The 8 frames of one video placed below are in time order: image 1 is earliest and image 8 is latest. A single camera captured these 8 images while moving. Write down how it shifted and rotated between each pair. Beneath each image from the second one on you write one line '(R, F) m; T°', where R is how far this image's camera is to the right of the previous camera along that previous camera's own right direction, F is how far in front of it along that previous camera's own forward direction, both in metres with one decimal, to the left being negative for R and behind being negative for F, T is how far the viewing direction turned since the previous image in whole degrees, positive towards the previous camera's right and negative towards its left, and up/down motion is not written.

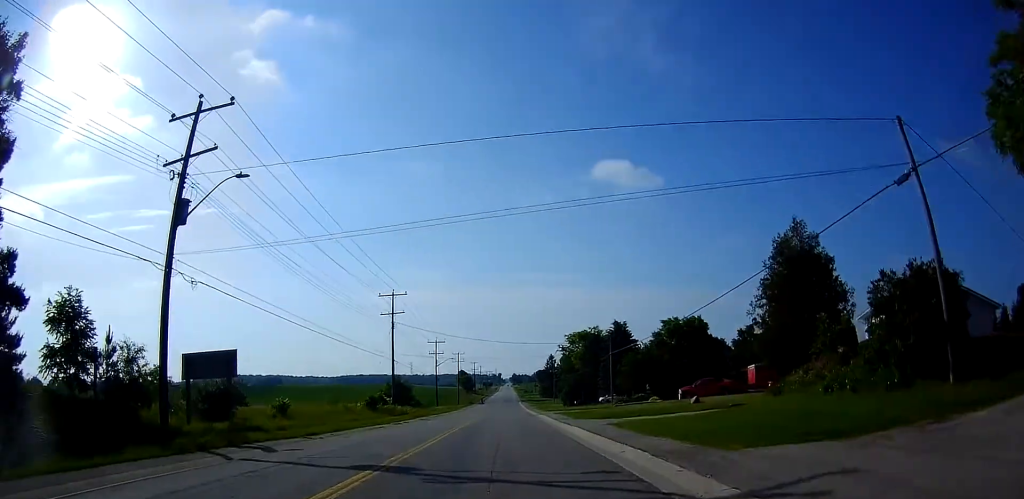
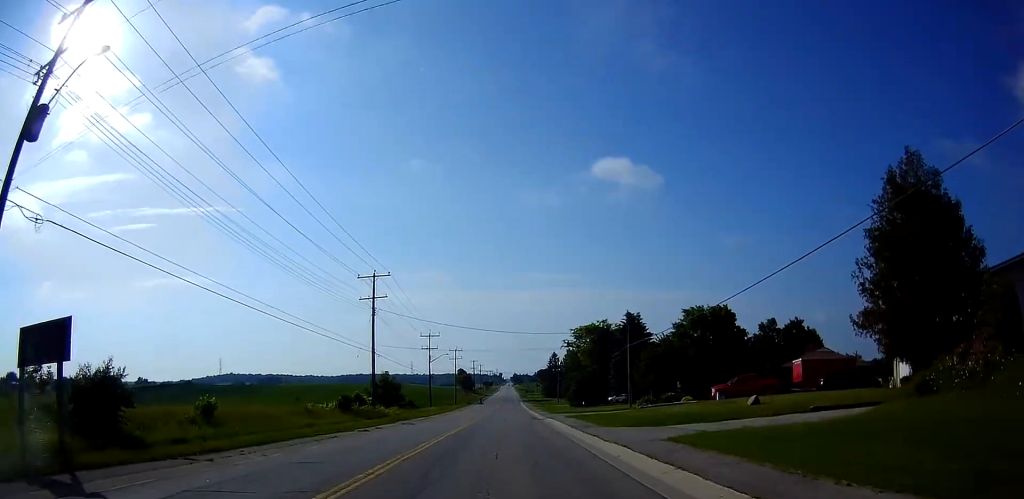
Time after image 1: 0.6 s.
(-0.1, +8.9) m; -1°
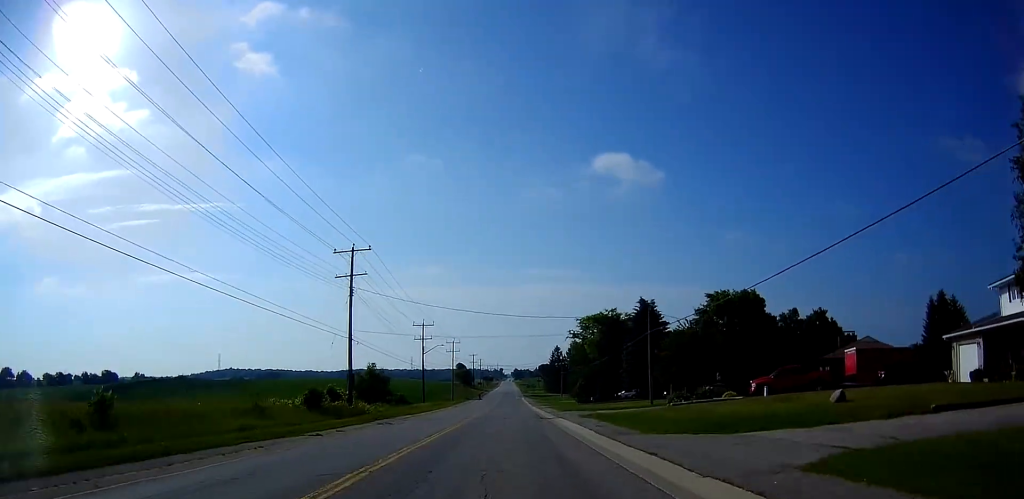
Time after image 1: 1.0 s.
(-0.2, +7.6) m; -1°
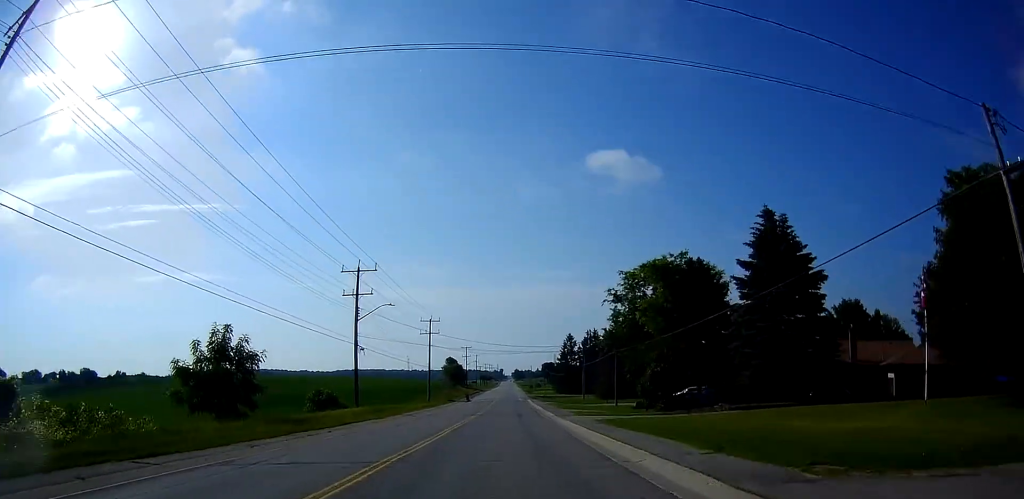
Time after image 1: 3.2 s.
(+0.4, +36.0) m; +2°
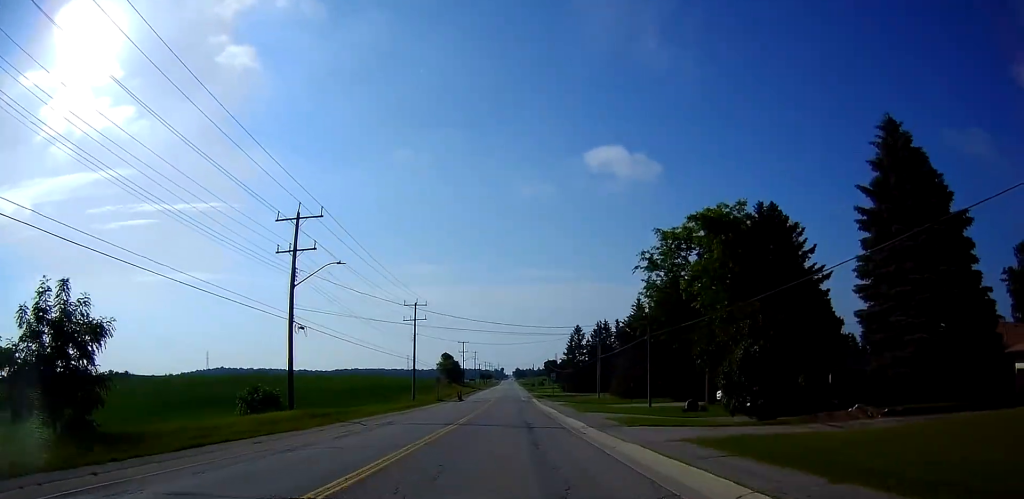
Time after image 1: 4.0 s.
(0.0, +14.3) m; -1°
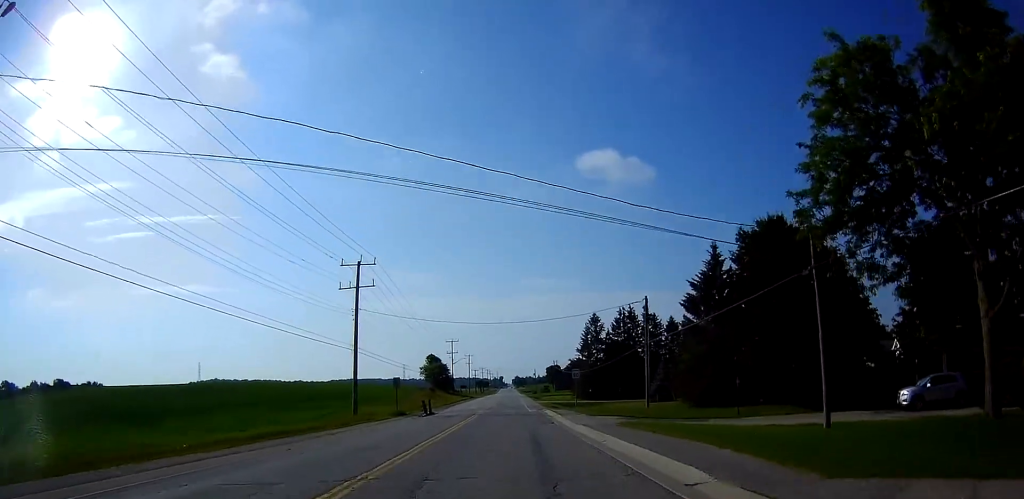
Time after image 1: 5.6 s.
(-0.2, +27.2) m; 0°
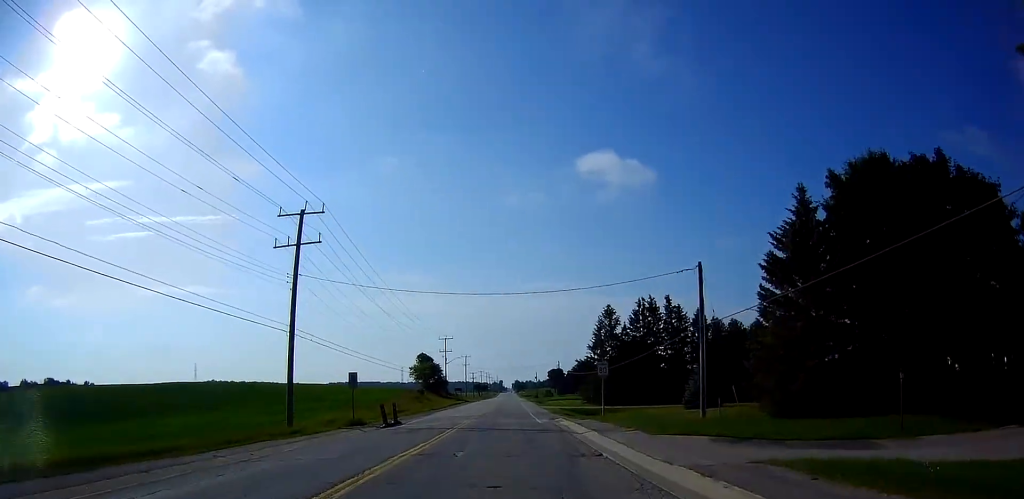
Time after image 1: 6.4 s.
(+0.2, +14.0) m; +1°
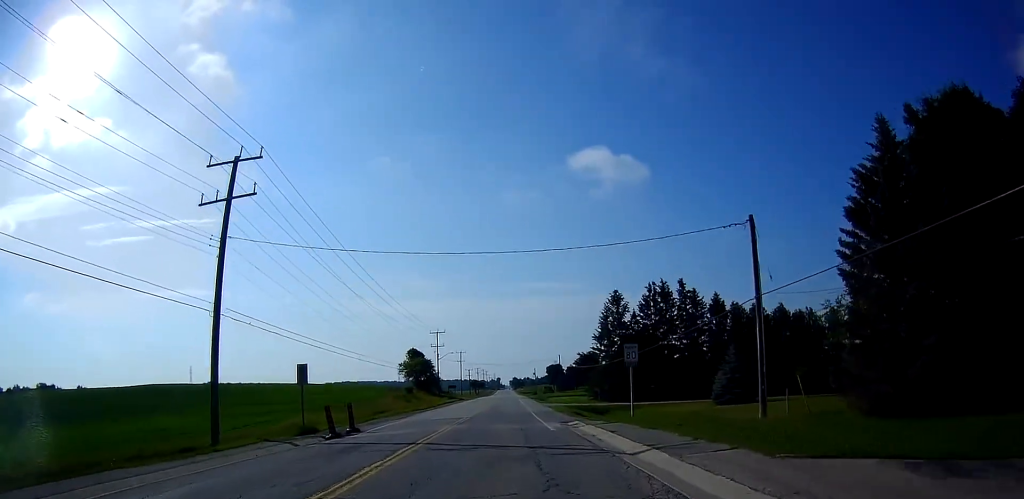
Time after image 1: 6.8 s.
(0.0, +8.7) m; -1°
